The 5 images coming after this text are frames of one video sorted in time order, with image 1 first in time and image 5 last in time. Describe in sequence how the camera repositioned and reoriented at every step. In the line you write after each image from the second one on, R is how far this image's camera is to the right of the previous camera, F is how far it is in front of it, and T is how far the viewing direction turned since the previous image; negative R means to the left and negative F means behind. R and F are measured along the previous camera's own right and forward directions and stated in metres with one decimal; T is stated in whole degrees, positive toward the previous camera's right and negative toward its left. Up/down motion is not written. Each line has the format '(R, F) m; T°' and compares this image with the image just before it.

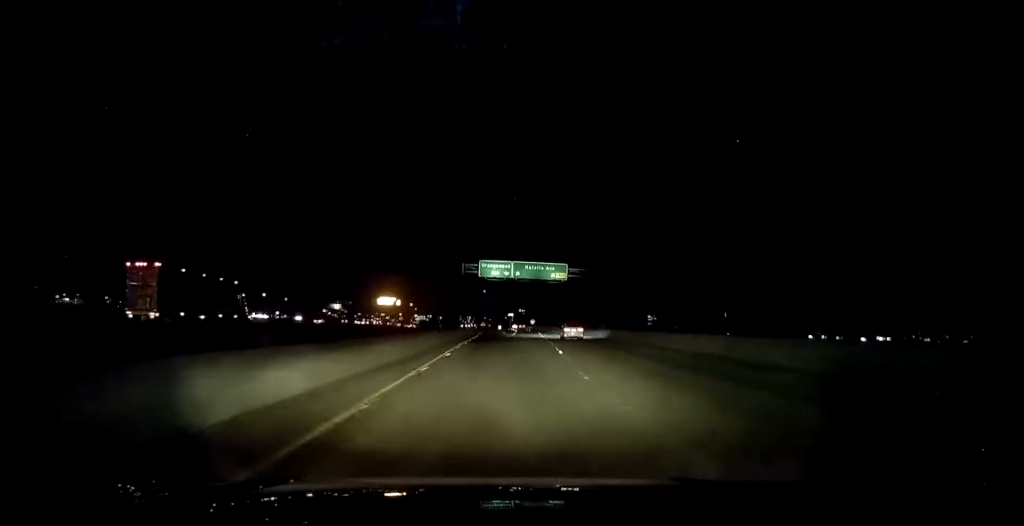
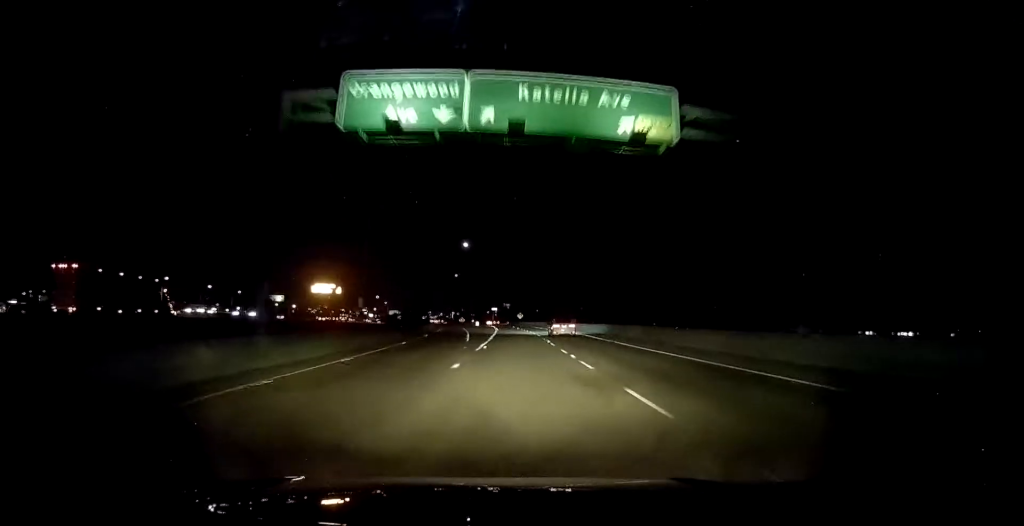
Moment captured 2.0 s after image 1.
(+0.6, +49.2) m; +2°
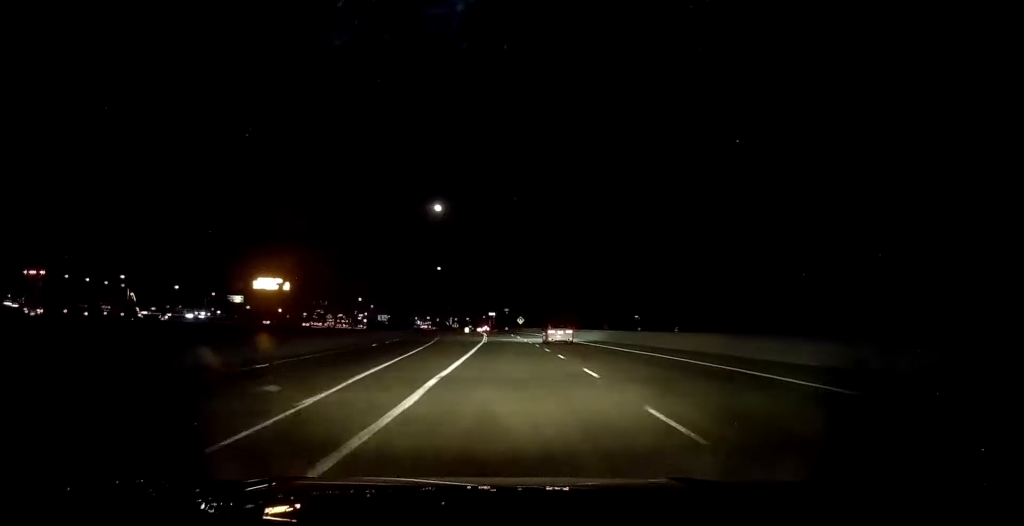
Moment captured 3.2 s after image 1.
(+0.1, +31.5) m; 0°
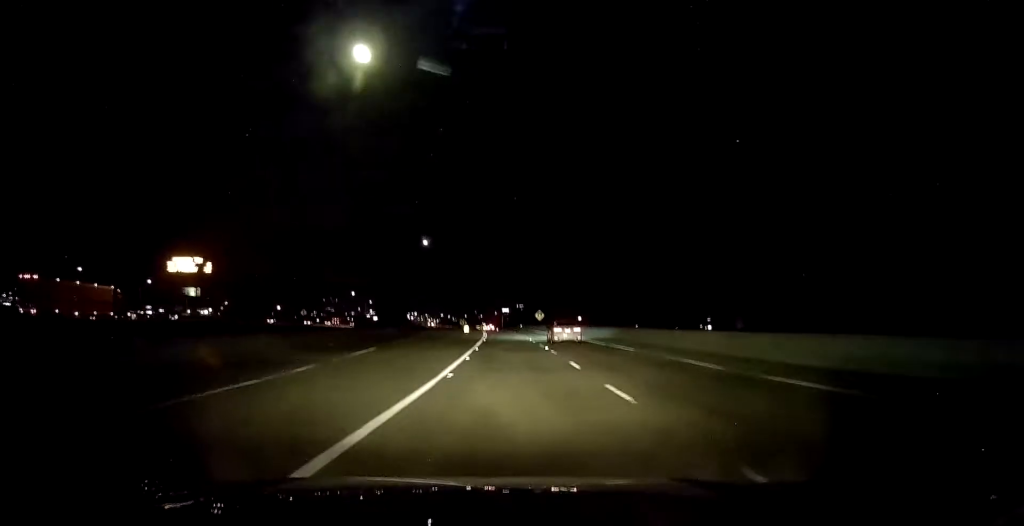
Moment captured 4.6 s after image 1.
(0.0, +33.5) m; -1°
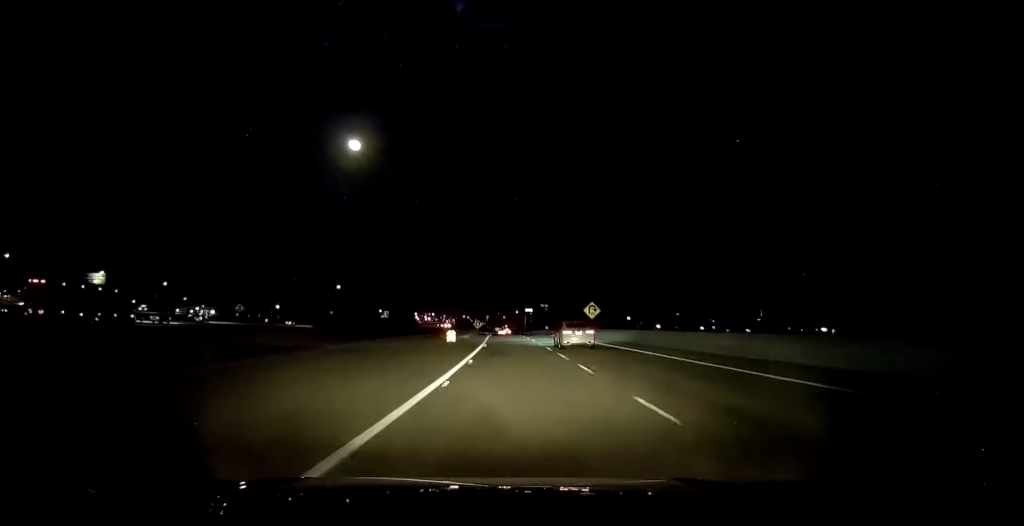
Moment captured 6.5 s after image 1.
(-1.5, +46.2) m; -3°
